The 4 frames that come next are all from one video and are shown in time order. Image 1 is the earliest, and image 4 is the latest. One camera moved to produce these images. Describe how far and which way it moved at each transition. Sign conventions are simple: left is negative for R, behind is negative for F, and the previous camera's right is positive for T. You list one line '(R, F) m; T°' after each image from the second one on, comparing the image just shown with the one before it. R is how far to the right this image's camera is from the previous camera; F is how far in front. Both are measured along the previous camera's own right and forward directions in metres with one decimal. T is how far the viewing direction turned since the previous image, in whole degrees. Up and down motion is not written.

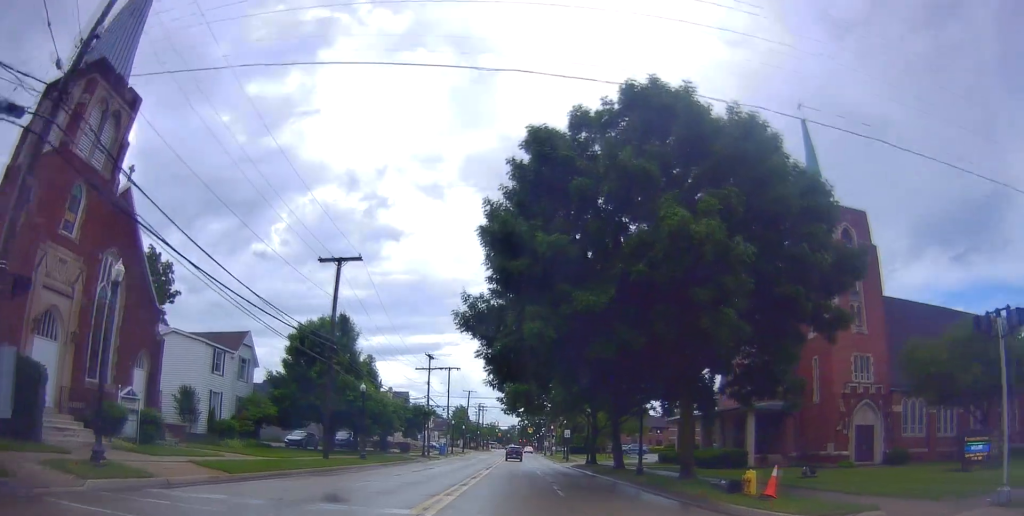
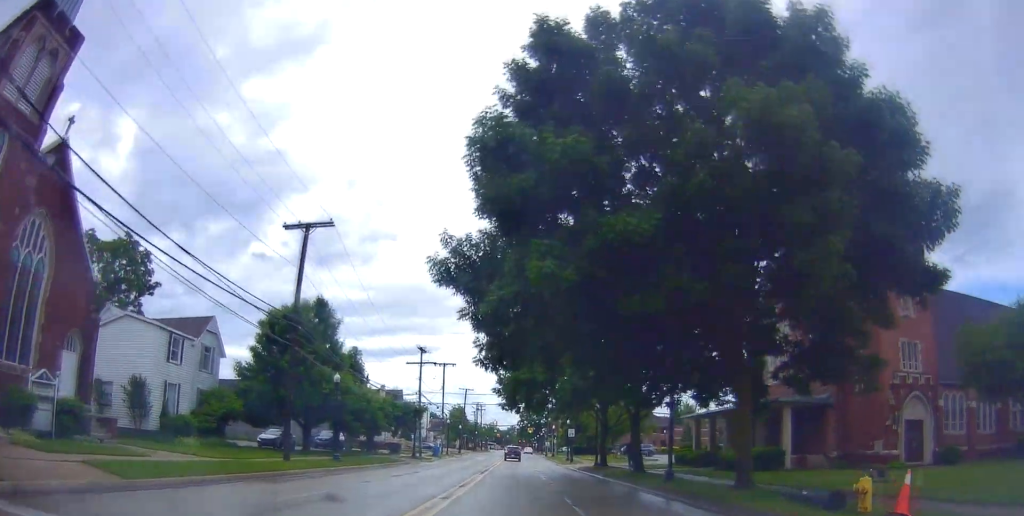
(-0.1, +5.2) m; +1°
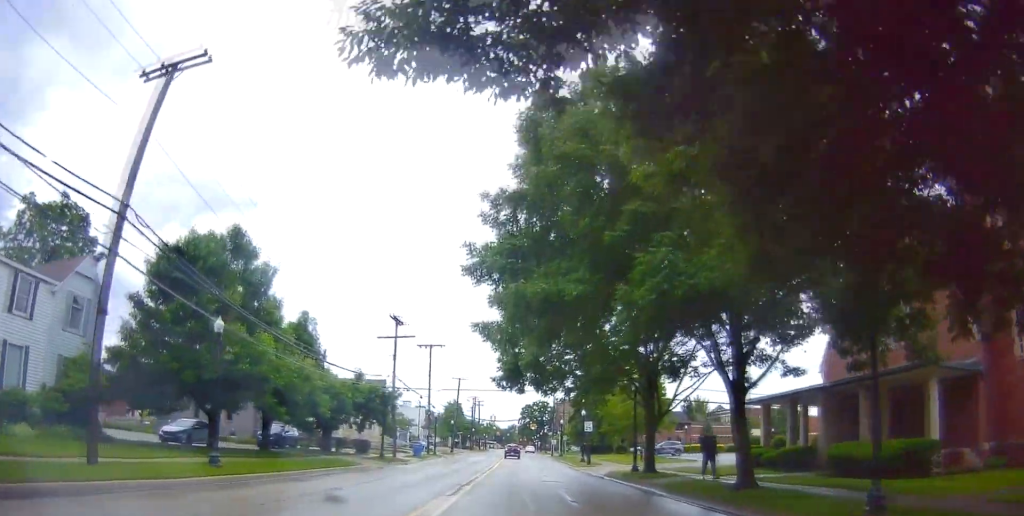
(+0.2, +12.5) m; 0°
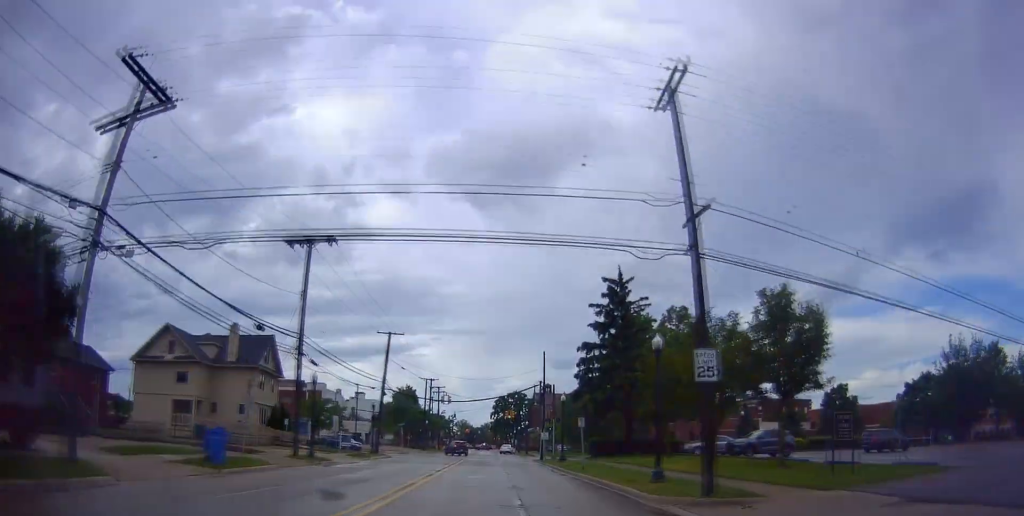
(+0.6, +31.5) m; +3°
